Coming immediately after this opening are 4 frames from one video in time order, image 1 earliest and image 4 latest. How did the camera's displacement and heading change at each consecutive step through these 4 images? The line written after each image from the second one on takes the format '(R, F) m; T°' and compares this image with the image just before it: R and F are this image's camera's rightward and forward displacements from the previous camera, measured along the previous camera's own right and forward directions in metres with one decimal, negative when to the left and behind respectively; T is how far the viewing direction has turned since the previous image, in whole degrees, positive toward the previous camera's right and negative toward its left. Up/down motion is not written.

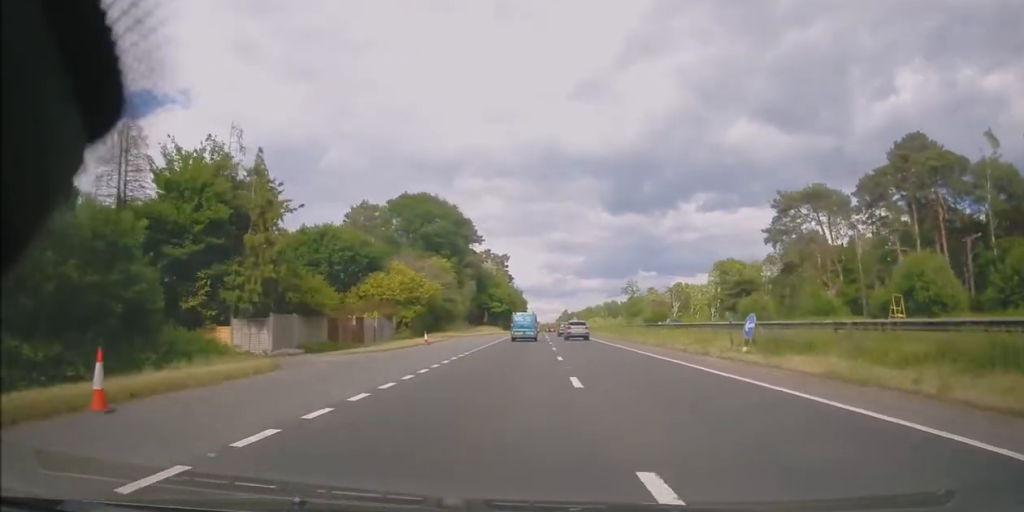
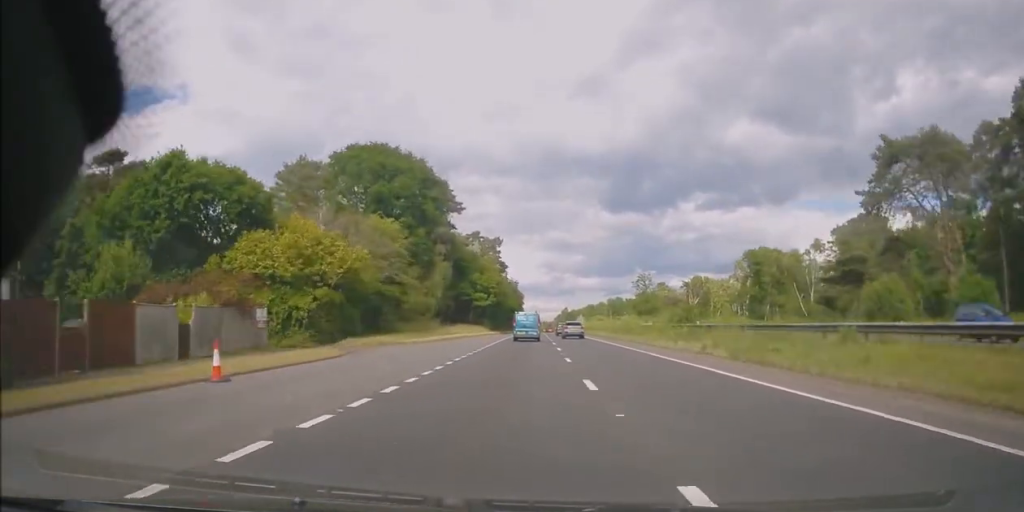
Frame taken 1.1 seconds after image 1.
(+0.1, +27.5) m; 0°
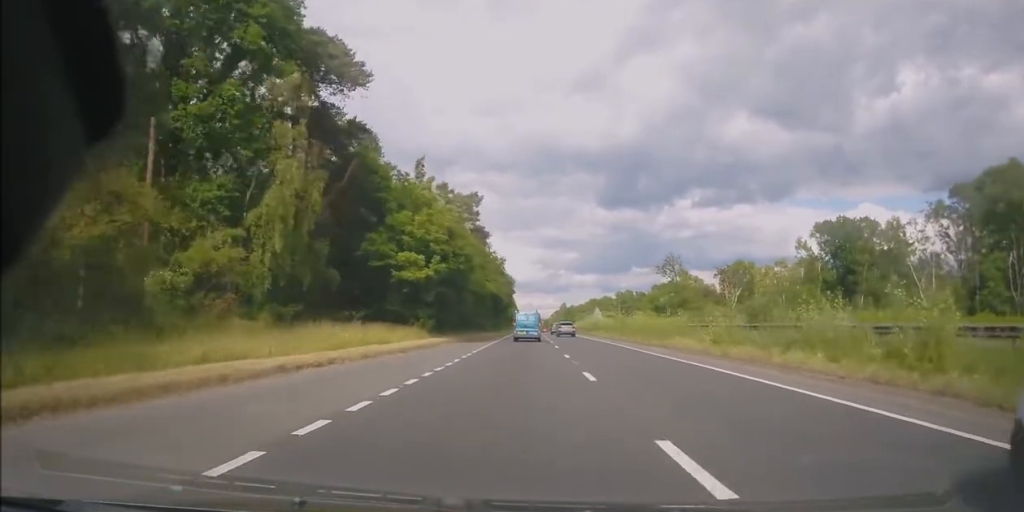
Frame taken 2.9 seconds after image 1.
(+0.7, +42.8) m; +1°
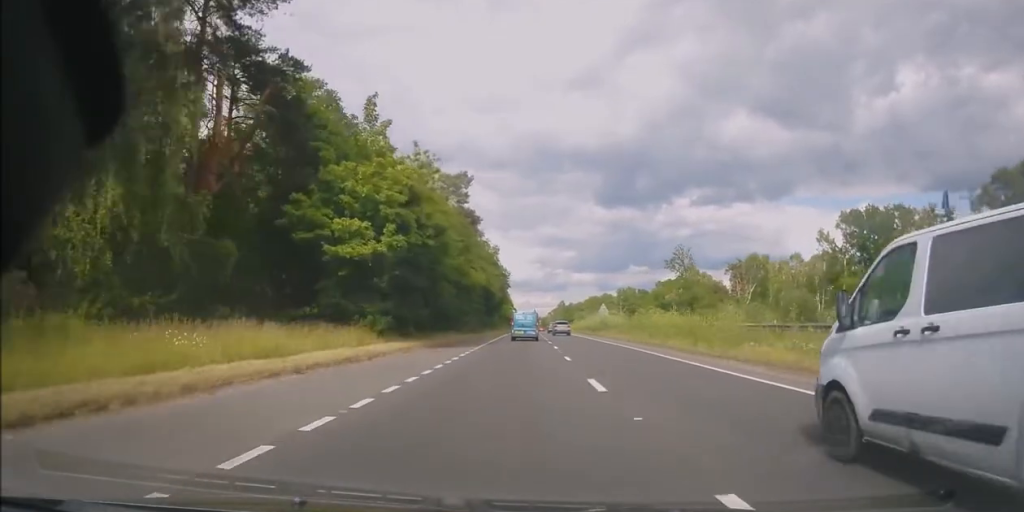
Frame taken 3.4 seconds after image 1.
(-0.1, +11.3) m; 0°
